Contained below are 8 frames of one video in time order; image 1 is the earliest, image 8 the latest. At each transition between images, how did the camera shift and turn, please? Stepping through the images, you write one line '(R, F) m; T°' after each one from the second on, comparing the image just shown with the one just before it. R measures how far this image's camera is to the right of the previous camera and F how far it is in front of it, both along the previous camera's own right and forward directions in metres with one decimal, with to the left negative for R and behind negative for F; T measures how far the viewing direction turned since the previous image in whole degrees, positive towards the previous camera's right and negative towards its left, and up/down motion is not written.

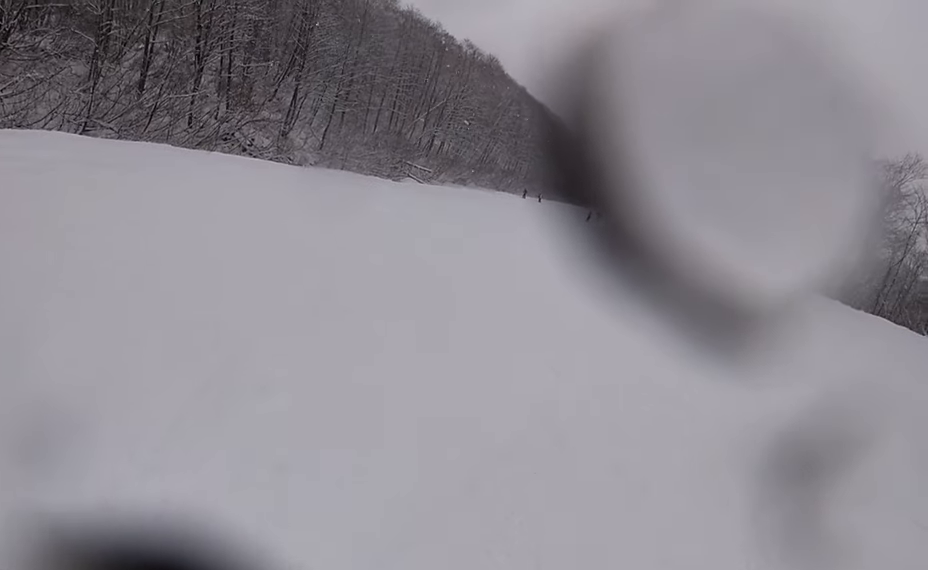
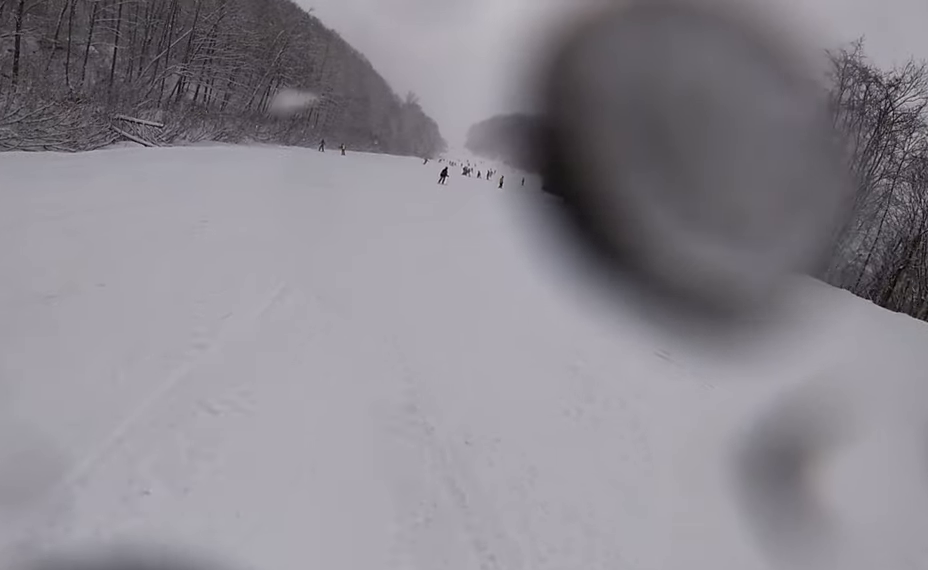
(+6.5, +19.2) m; +29°
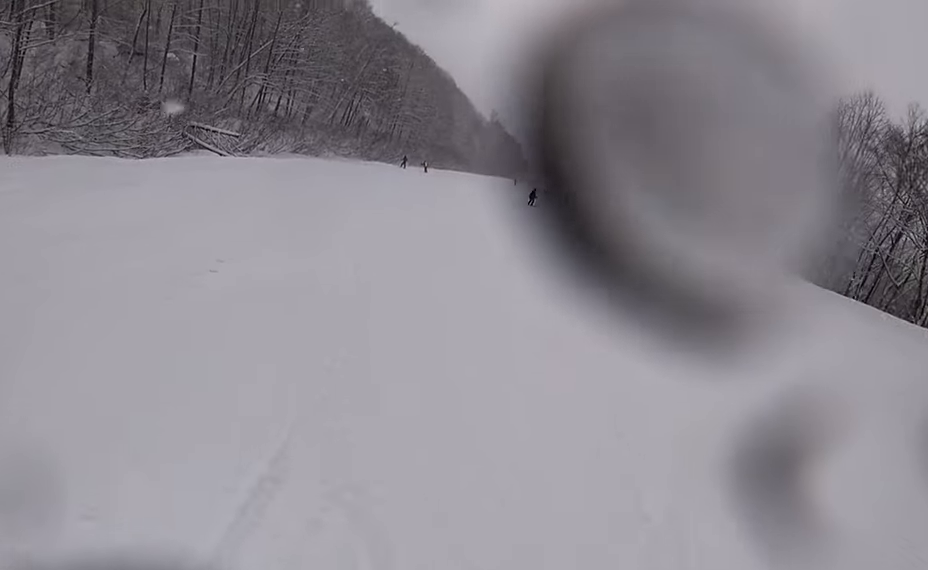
(-0.4, +2.6) m; -11°
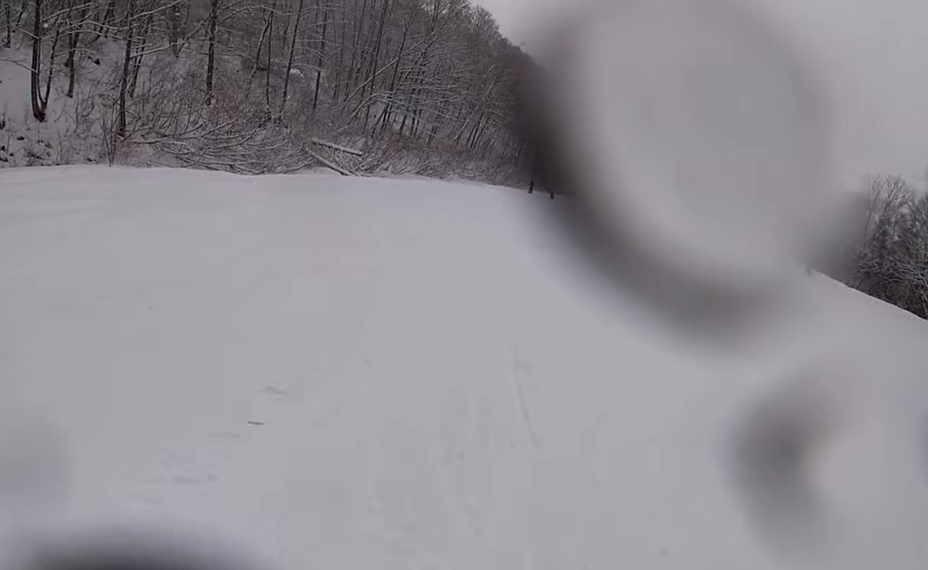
(-0.4, +2.7) m; -13°
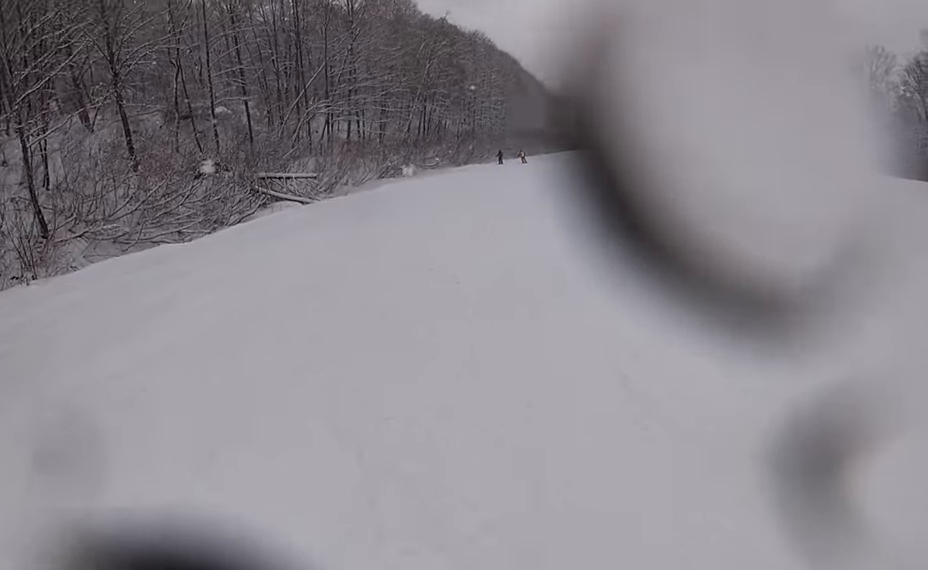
(-0.6, +3.8) m; -6°
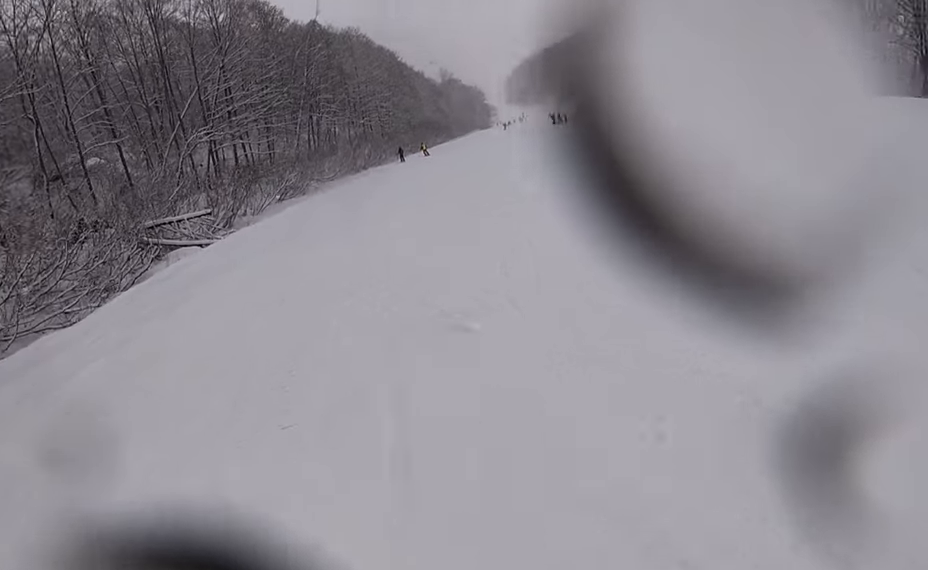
(-0.5, +3.4) m; 0°
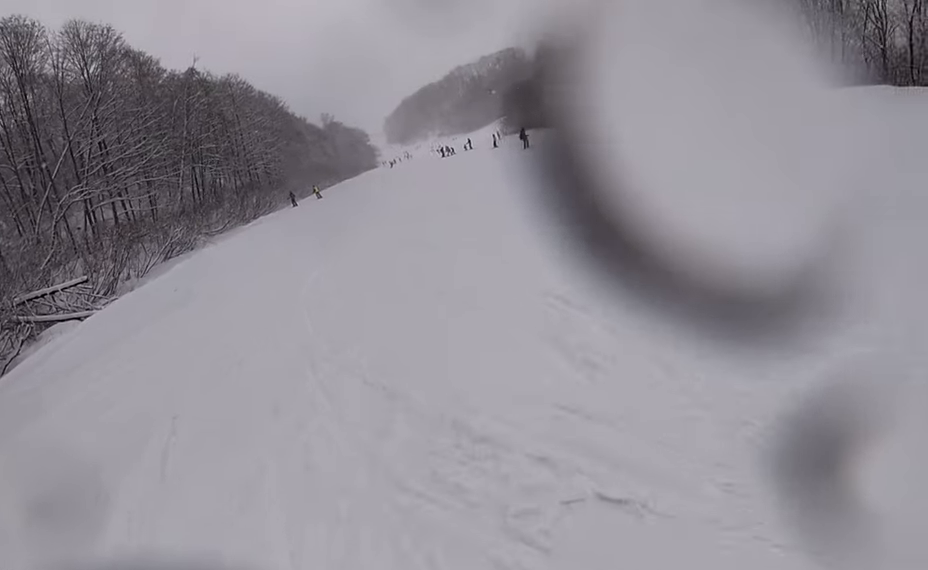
(+0.4, +2.4) m; +11°
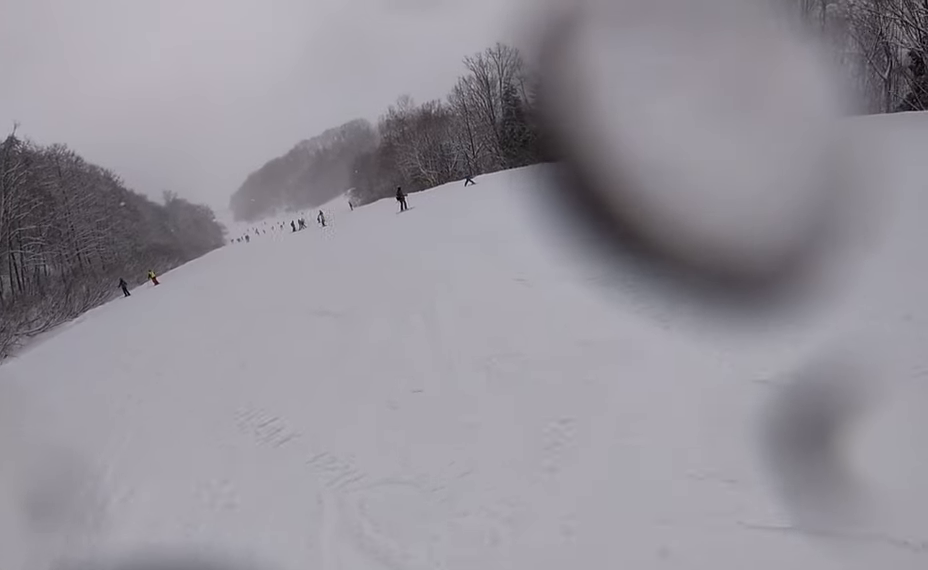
(+1.0, +5.0) m; +21°
